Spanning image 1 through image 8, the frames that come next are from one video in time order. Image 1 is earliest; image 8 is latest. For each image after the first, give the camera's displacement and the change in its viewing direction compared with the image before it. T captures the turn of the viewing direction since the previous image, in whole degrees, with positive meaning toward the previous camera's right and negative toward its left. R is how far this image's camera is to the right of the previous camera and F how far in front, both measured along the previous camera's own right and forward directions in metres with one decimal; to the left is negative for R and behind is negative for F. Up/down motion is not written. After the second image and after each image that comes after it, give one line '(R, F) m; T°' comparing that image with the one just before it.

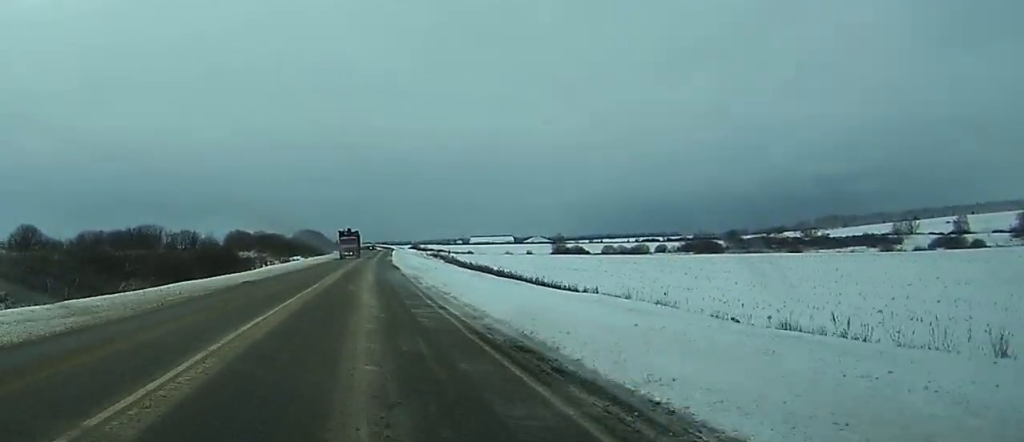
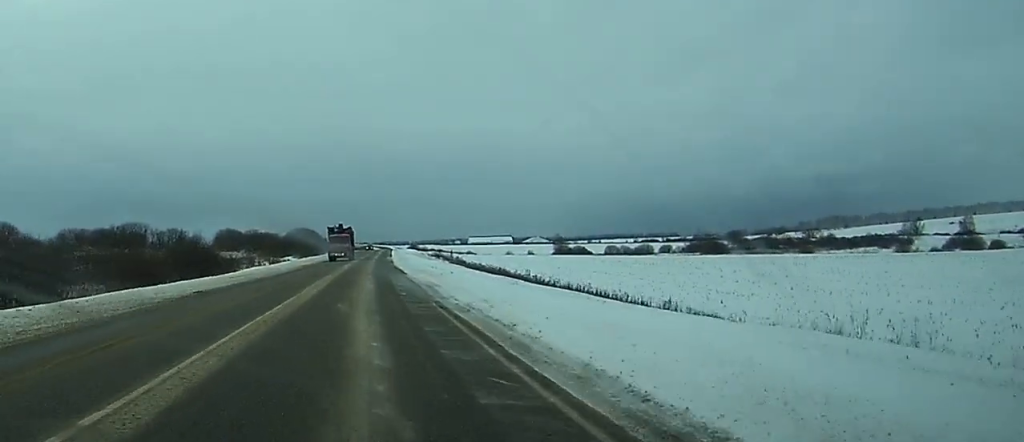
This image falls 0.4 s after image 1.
(0.0, +11.4) m; 0°
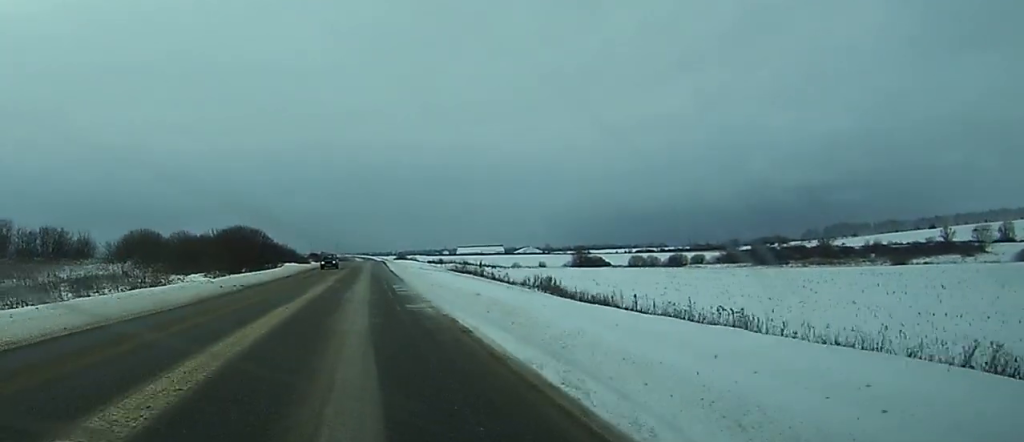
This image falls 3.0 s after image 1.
(+1.0, +67.2) m; +2°
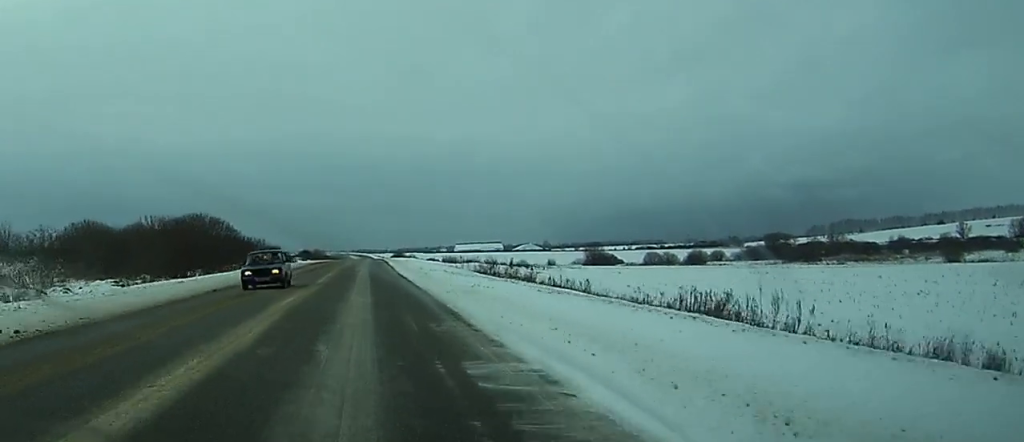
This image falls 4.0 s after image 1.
(+0.2, +26.0) m; +1°
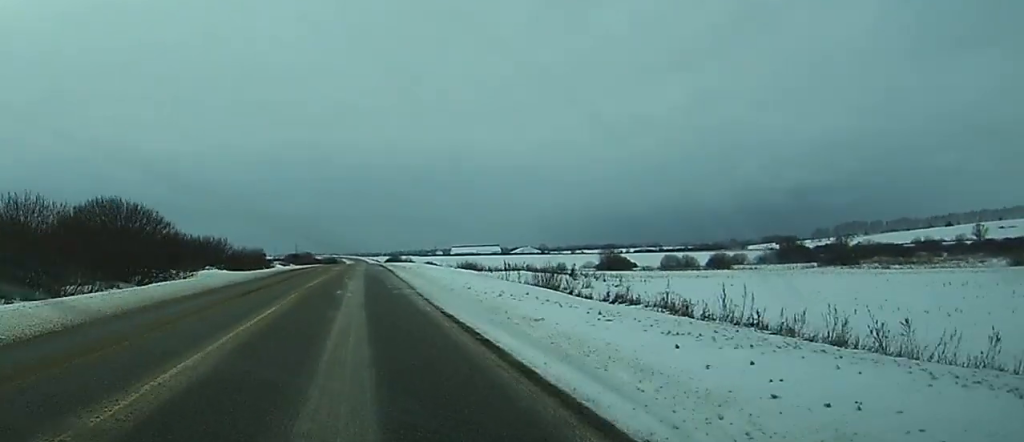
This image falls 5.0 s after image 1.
(+0.1, +27.0) m; 0°
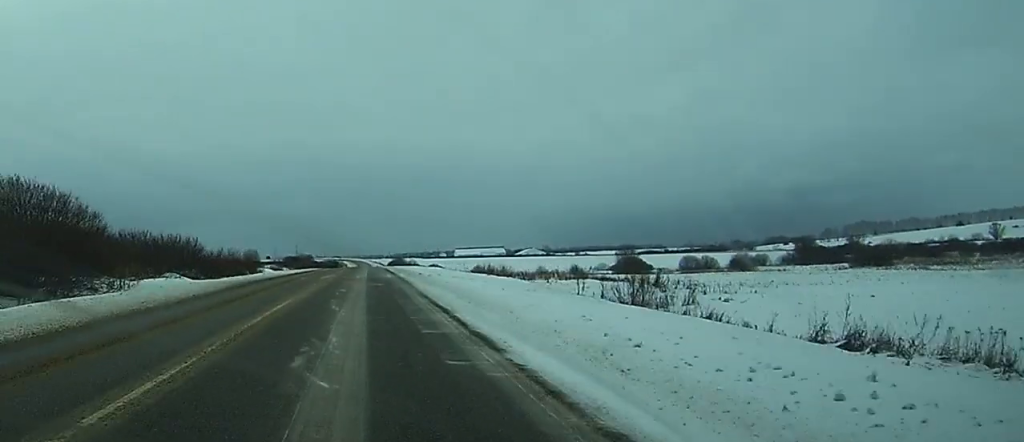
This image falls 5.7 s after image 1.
(0.0, +16.7) m; 0°
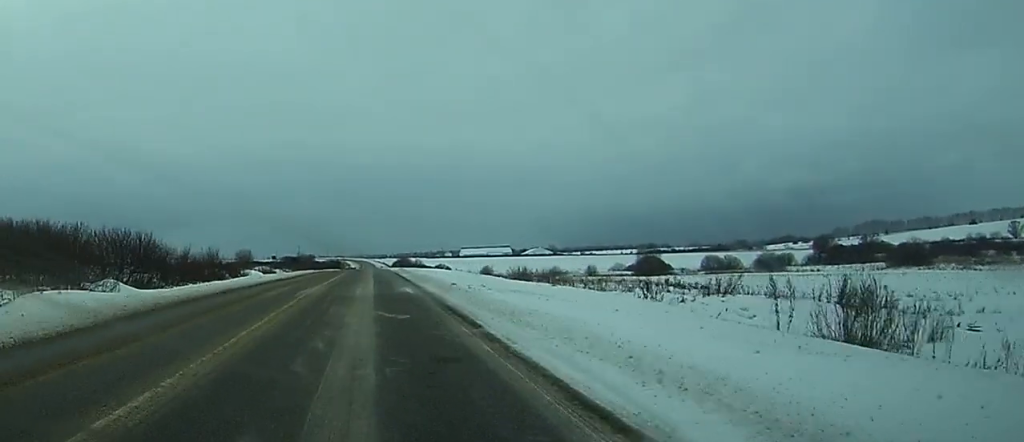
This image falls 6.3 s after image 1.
(+0.1, +16.8) m; 0°
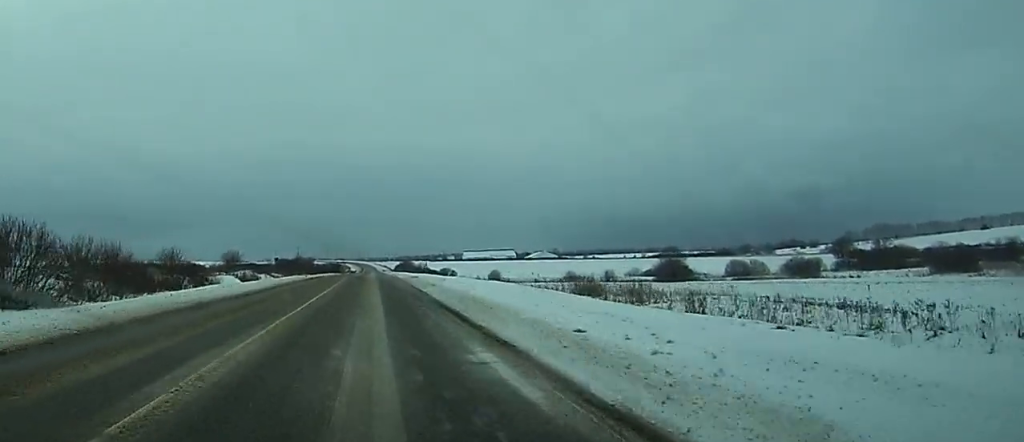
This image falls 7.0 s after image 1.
(0.0, +19.5) m; 0°
